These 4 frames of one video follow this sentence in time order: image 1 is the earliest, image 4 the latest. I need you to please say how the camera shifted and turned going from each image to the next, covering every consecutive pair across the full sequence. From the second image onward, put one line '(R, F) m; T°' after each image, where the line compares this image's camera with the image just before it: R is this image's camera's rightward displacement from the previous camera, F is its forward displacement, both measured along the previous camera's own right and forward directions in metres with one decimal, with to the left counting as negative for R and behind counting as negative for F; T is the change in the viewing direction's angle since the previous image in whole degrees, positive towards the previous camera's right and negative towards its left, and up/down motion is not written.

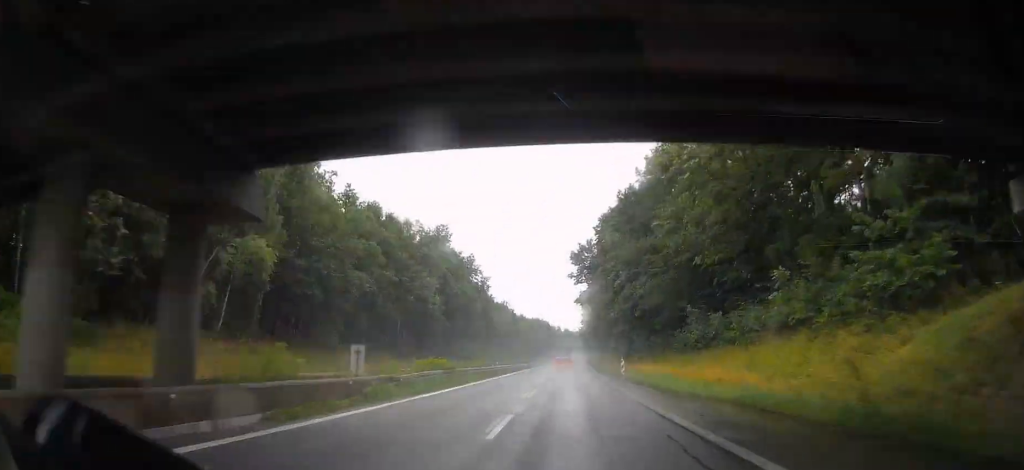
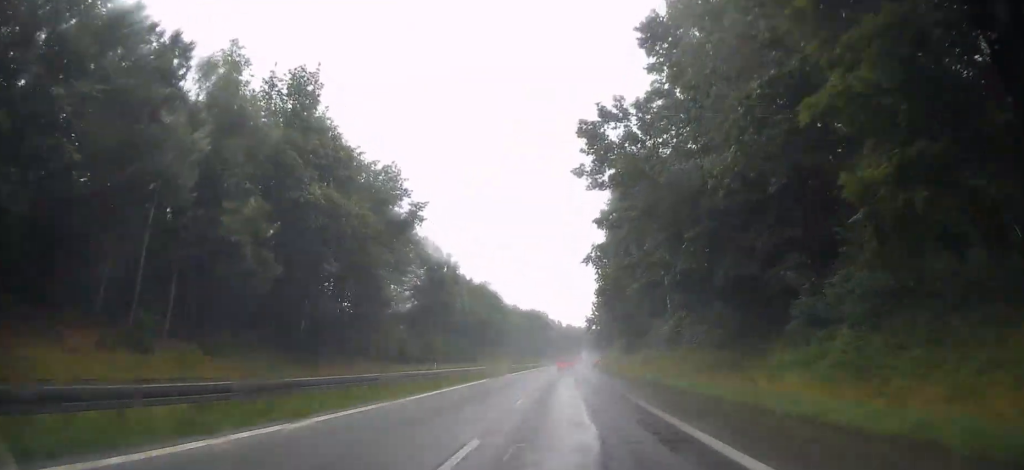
(-0.2, +62.0) m; -1°
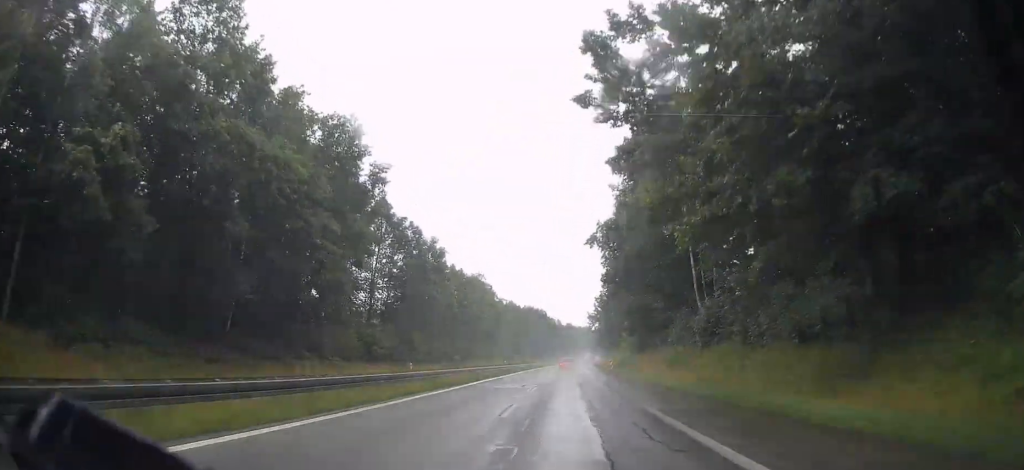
(0.0, +14.7) m; 0°
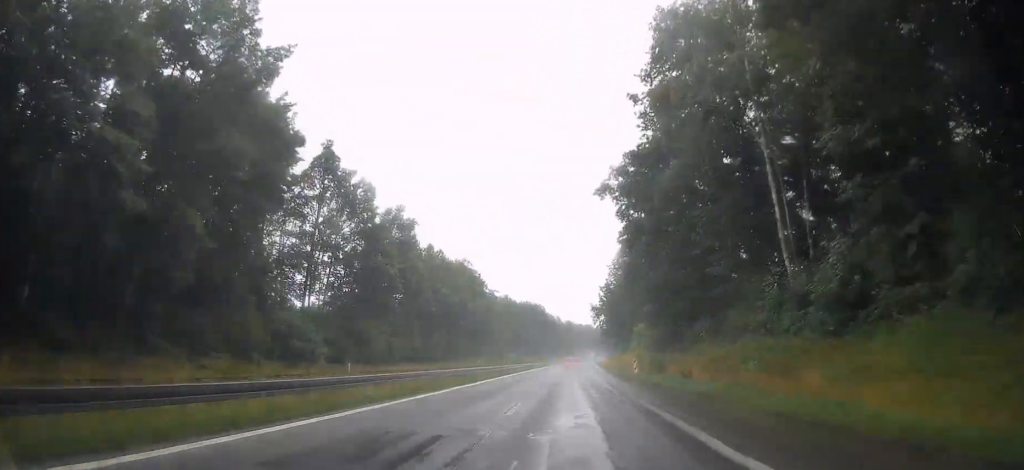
(0.0, +22.7) m; 0°
